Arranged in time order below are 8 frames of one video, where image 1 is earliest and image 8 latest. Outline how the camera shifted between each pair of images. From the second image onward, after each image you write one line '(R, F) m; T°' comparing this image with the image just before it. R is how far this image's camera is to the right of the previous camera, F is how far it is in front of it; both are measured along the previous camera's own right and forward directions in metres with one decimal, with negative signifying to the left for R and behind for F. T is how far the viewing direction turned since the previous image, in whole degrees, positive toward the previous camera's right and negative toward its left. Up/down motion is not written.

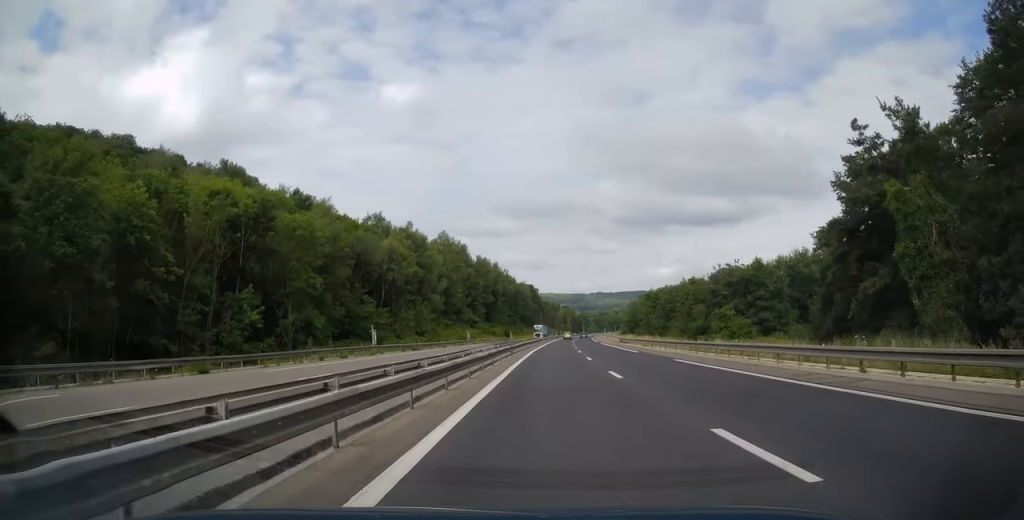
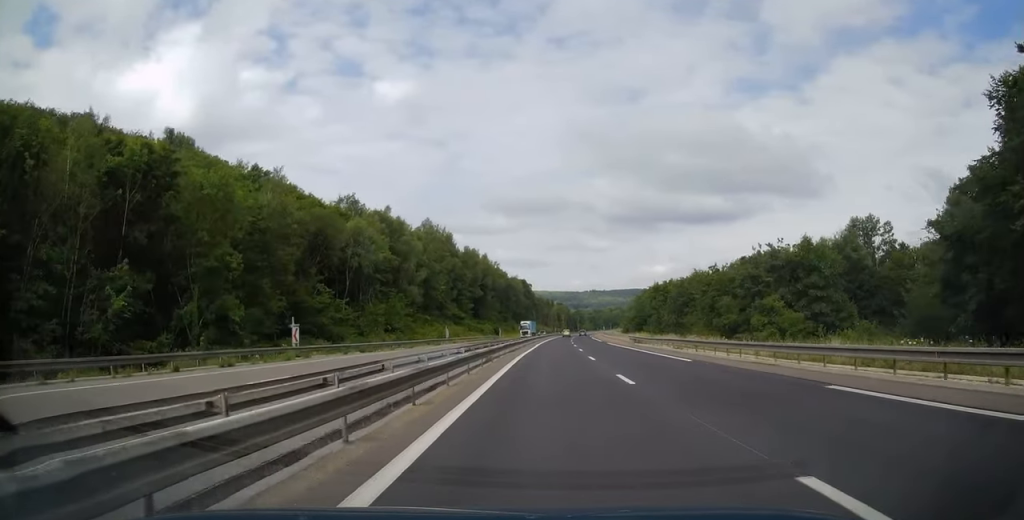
(+0.4, +15.8) m; 0°
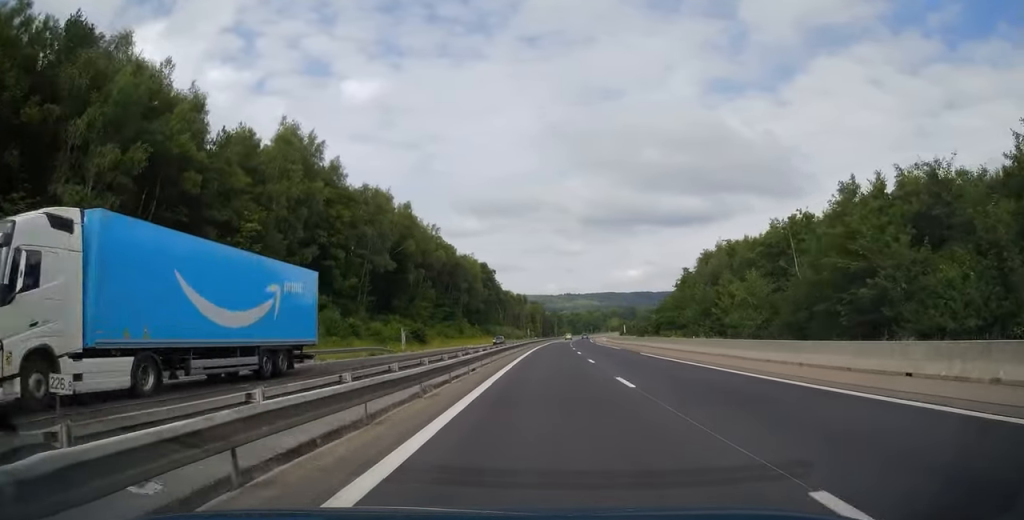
(+0.9, +77.9) m; +2°
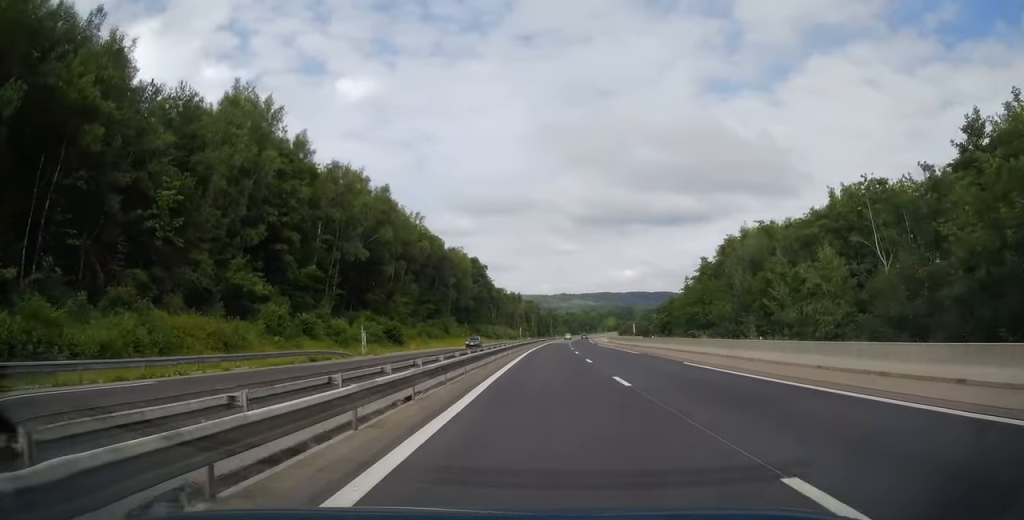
(+0.1, +12.3) m; 0°
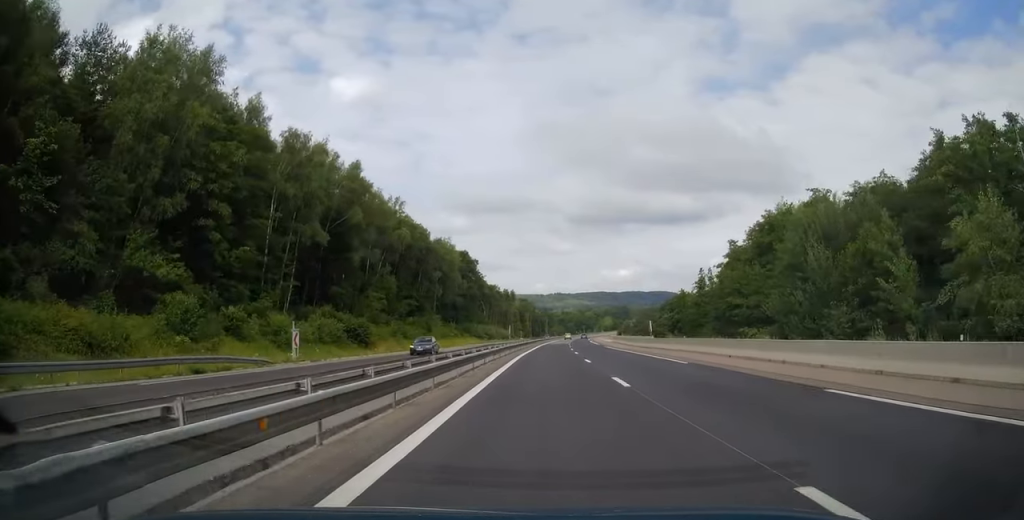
(0.0, +13.3) m; 0°
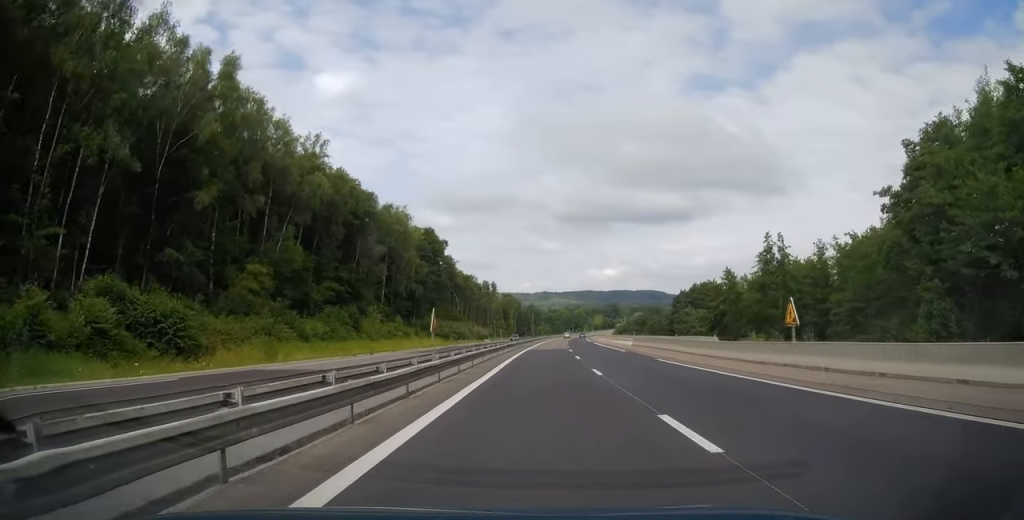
(+0.3, +33.9) m; +1°
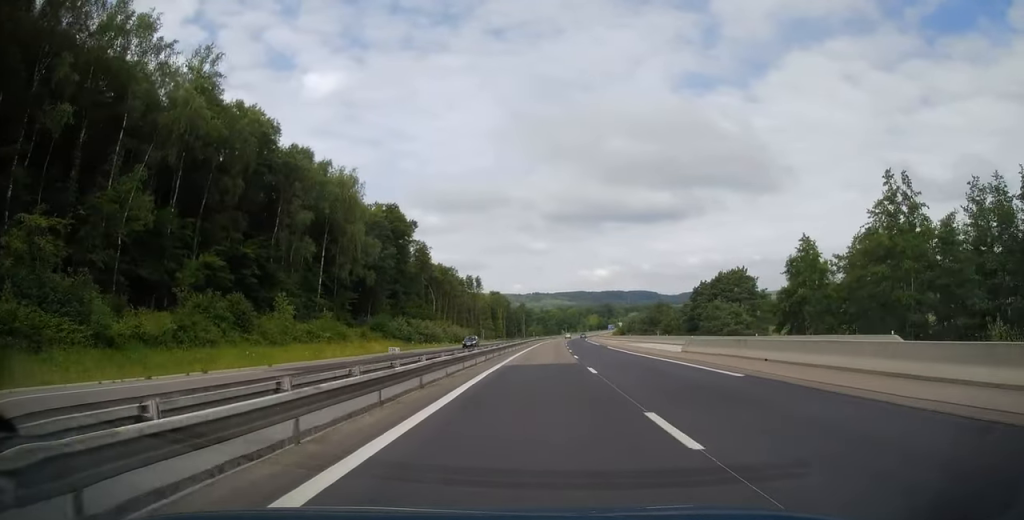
(+0.1, +25.6) m; +1°
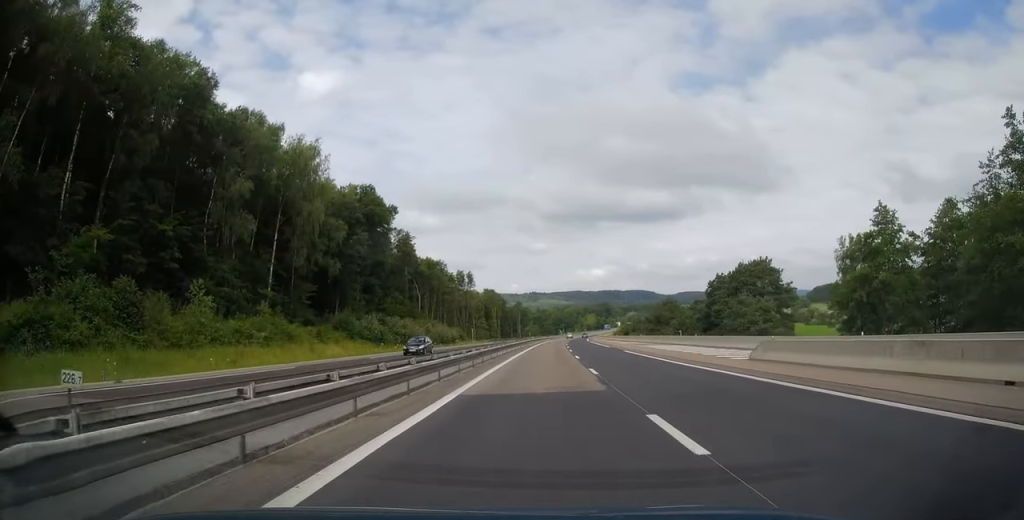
(-0.1, +13.3) m; 0°
